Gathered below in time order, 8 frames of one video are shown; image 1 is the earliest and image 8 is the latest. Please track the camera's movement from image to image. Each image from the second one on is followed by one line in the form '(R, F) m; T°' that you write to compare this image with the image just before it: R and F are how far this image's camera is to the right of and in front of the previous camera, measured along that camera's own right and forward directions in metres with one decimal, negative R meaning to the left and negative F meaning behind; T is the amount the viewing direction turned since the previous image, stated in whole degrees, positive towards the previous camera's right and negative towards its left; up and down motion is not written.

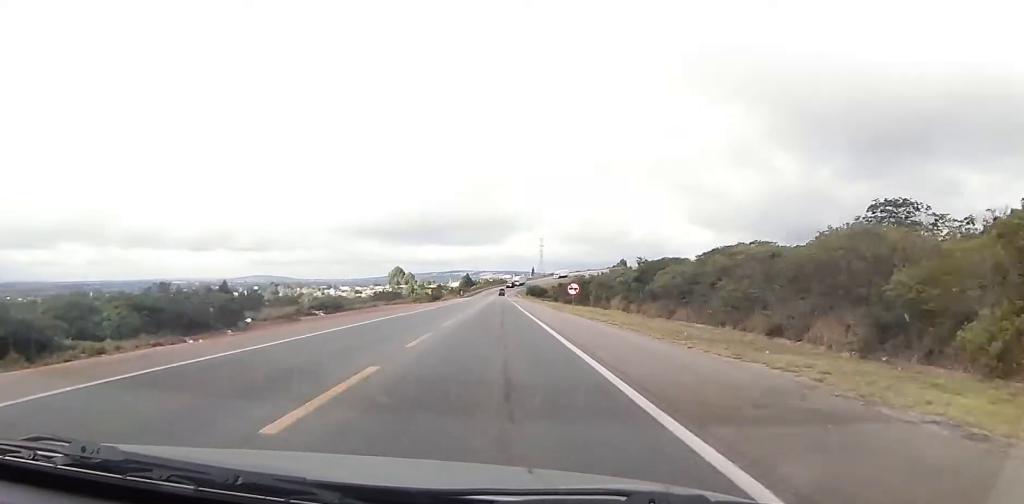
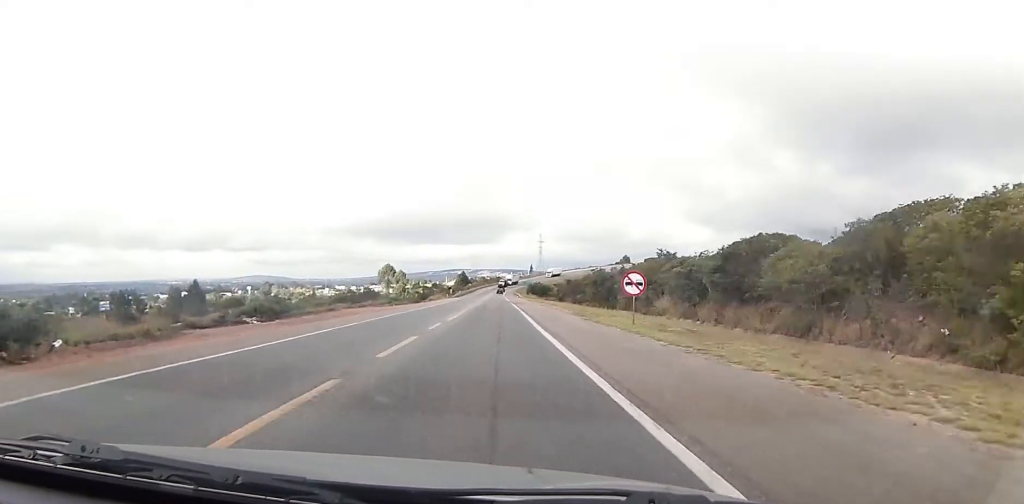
(-0.3, +25.0) m; -1°
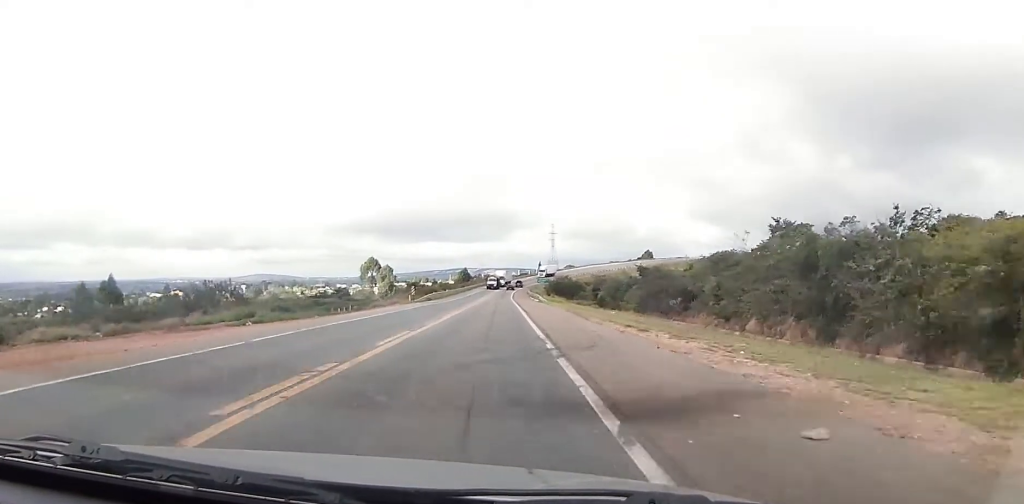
(-0.4, +60.8) m; 0°
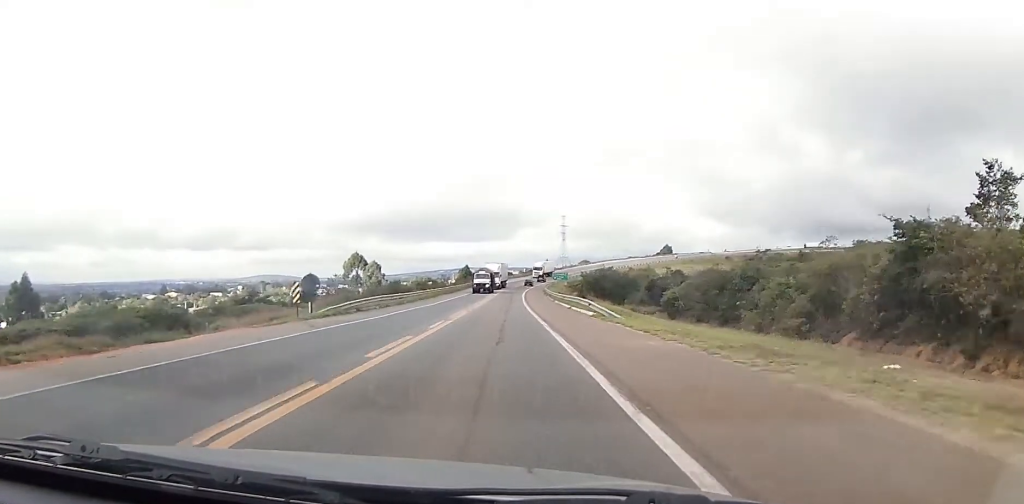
(0.0, +41.3) m; 0°
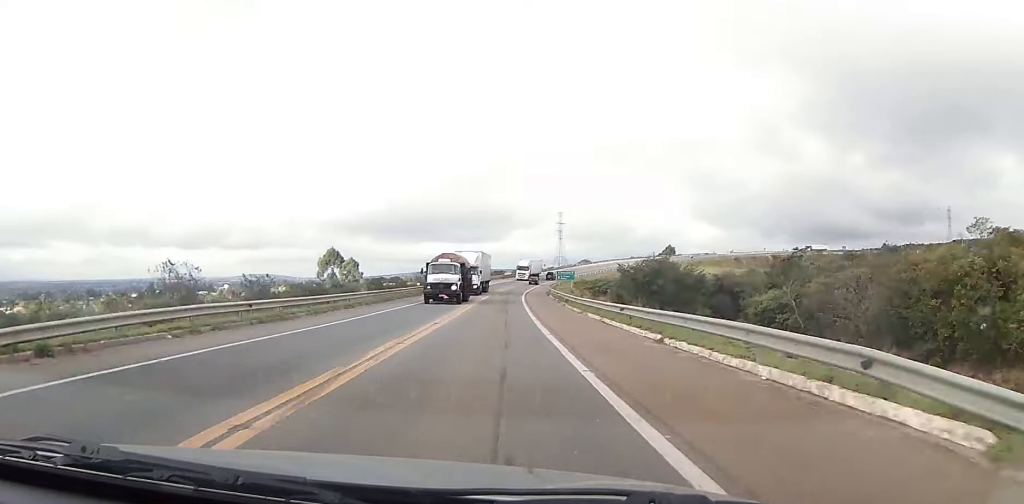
(0.0, +26.7) m; 0°
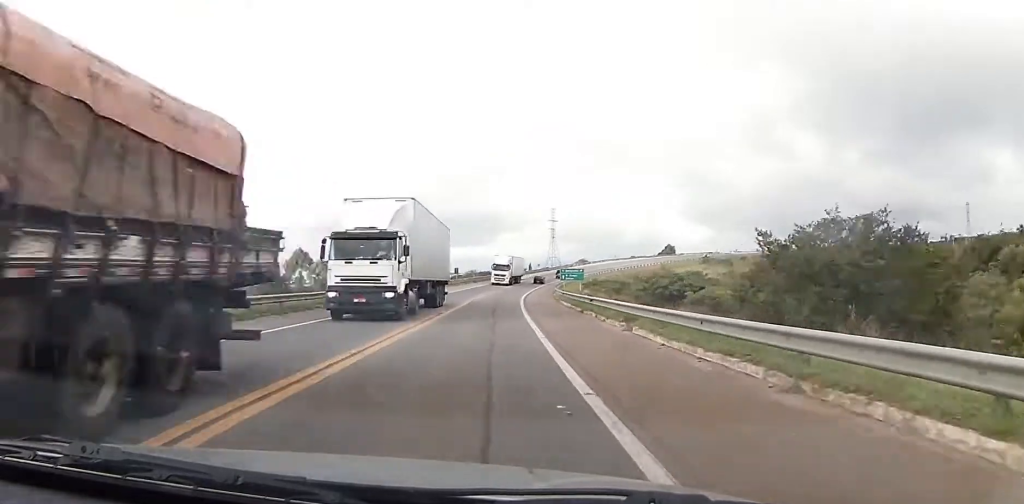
(+0.1, +26.6) m; +1°
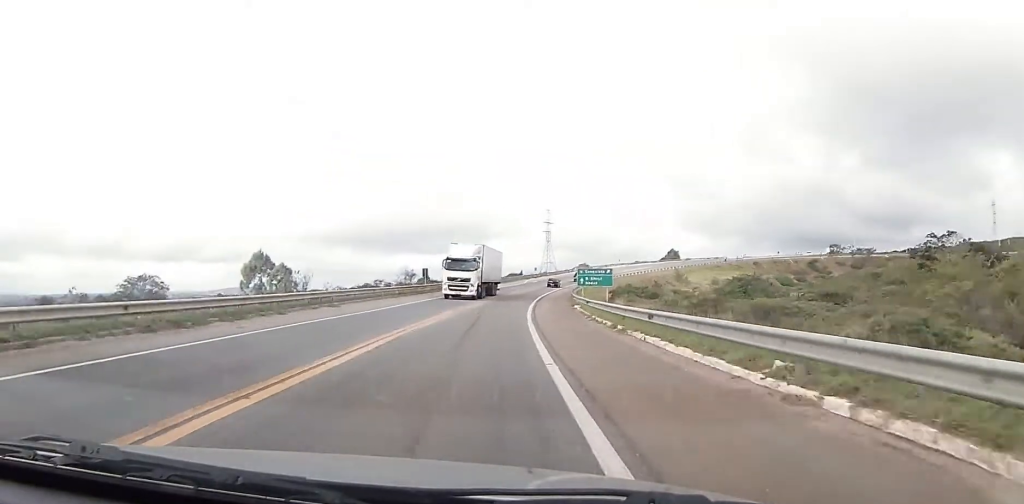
(+0.3, +28.6) m; +1°
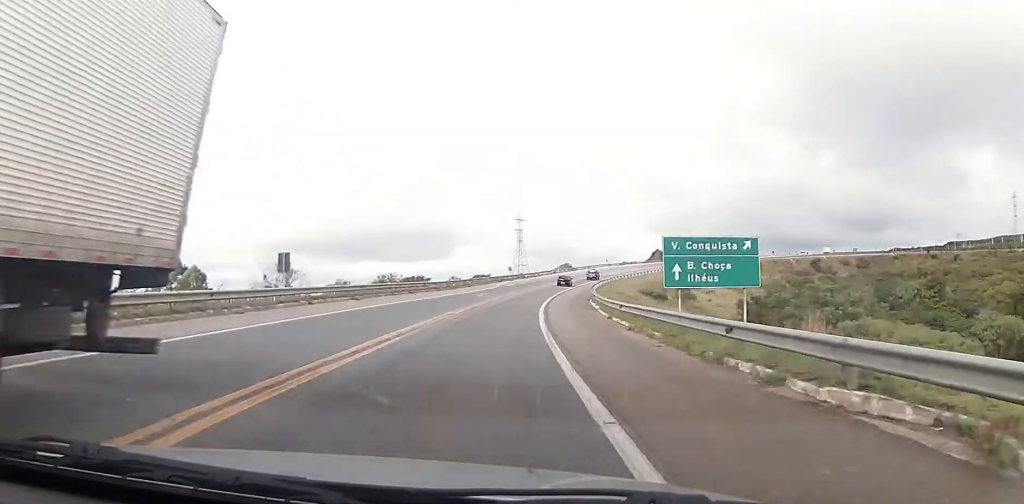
(+0.3, +37.4) m; +2°
